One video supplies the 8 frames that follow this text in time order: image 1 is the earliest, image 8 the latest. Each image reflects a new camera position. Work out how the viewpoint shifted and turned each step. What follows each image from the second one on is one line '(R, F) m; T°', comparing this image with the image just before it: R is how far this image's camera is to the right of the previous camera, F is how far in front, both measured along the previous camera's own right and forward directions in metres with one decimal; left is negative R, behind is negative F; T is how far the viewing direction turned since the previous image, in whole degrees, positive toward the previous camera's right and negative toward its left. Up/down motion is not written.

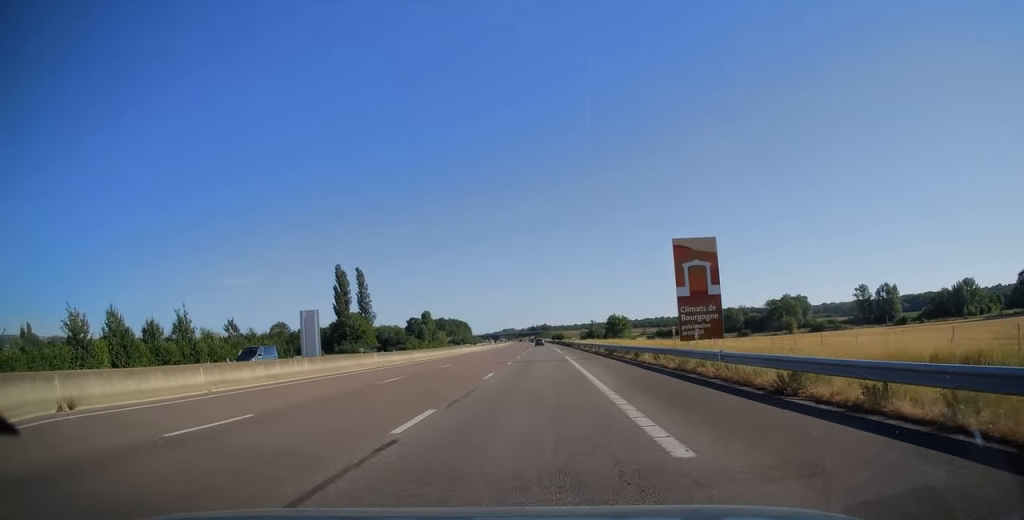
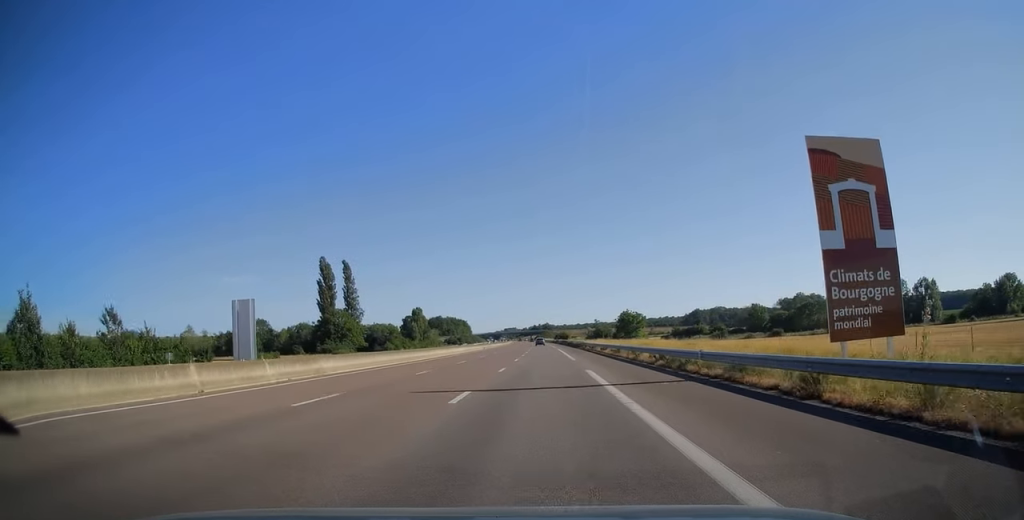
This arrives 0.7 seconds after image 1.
(-0.1, +20.9) m; 0°
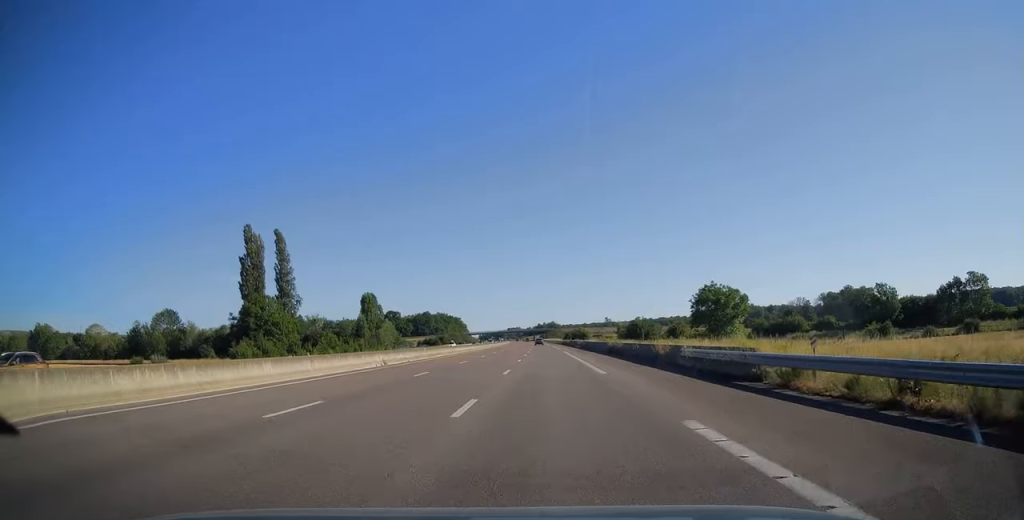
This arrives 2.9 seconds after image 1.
(-0.3, +66.7) m; 0°
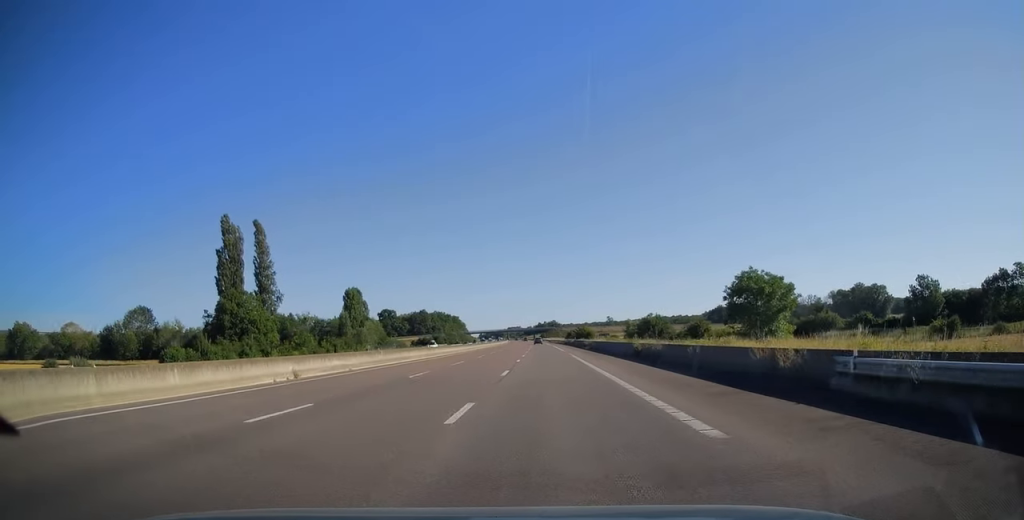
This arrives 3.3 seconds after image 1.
(0.0, +13.8) m; 0°
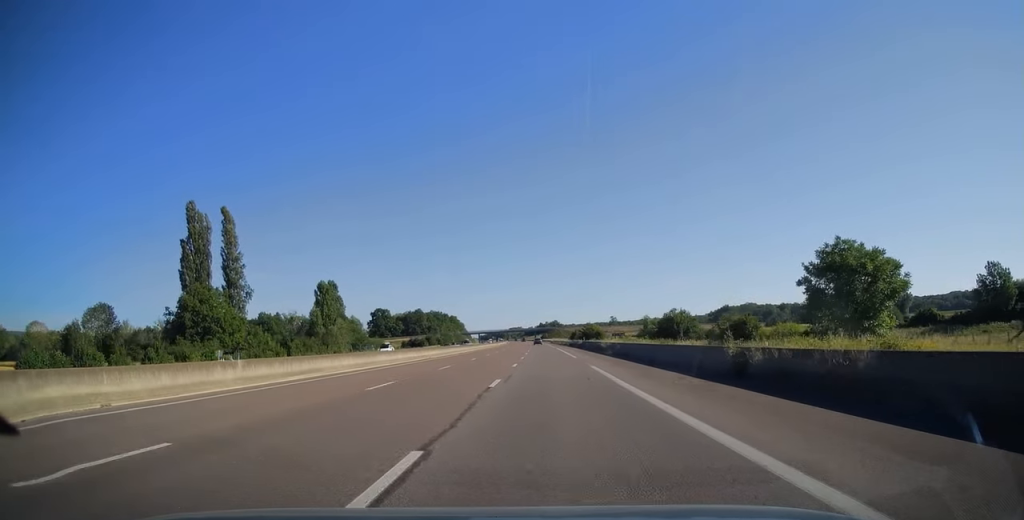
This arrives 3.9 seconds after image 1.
(0.0, +18.4) m; 0°
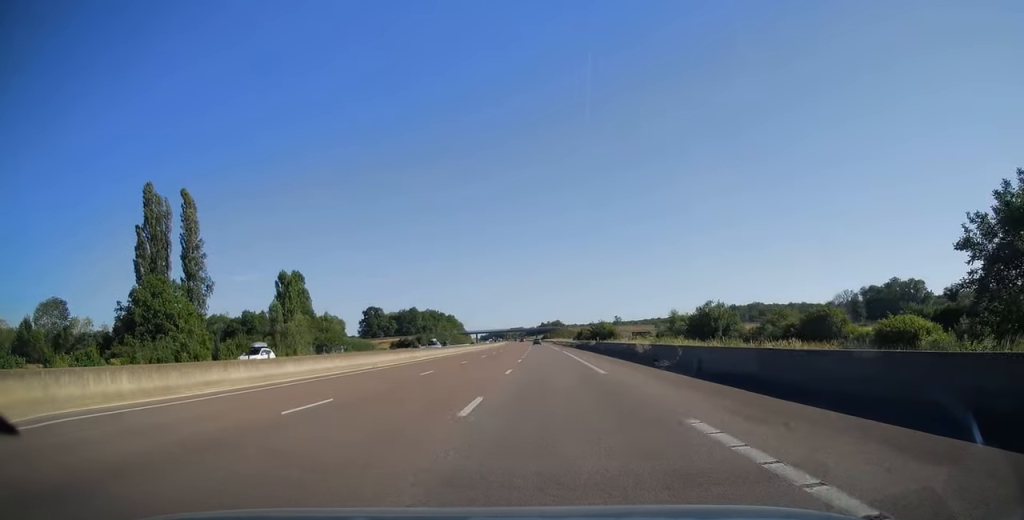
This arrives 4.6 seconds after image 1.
(0.0, +19.0) m; 0°
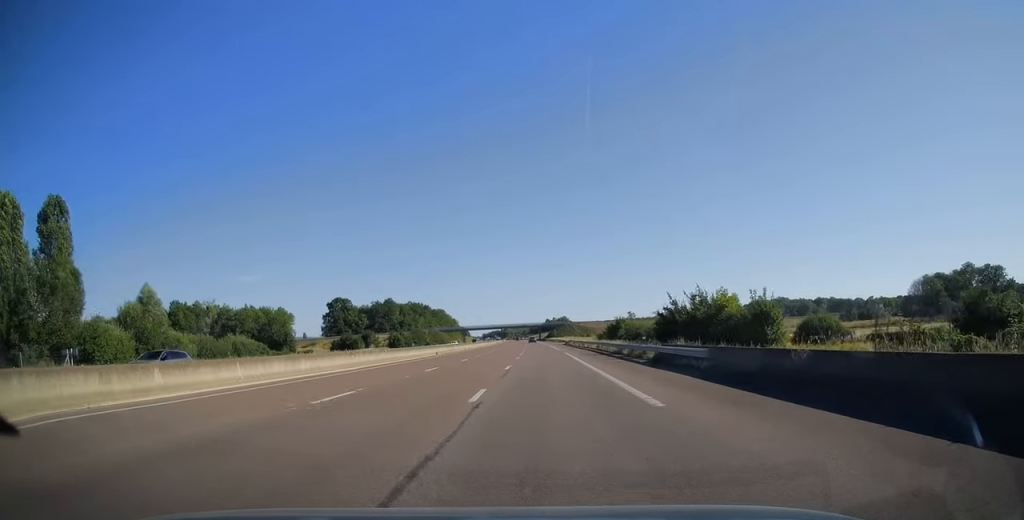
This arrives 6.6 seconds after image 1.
(-0.4, +62.7) m; -1°
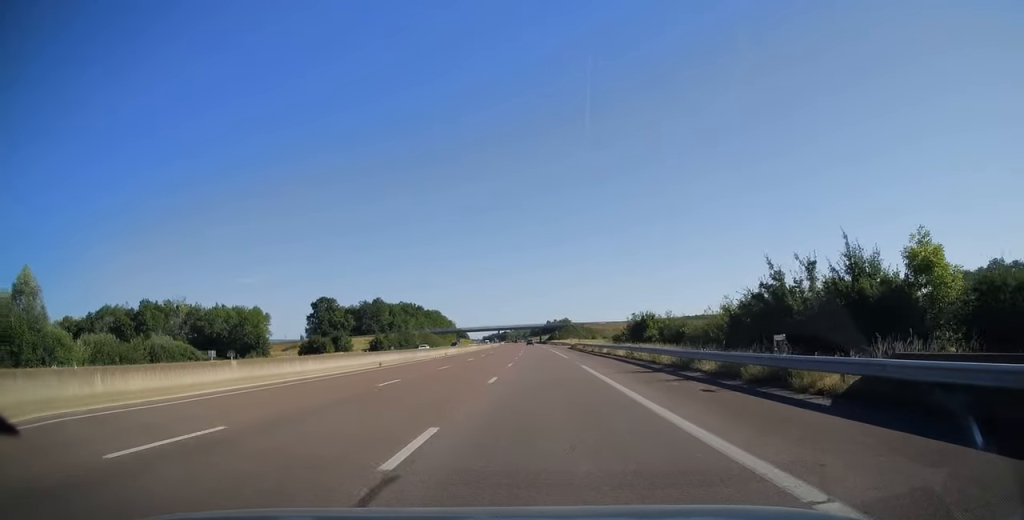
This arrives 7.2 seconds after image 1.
(0.0, +20.0) m; 0°
